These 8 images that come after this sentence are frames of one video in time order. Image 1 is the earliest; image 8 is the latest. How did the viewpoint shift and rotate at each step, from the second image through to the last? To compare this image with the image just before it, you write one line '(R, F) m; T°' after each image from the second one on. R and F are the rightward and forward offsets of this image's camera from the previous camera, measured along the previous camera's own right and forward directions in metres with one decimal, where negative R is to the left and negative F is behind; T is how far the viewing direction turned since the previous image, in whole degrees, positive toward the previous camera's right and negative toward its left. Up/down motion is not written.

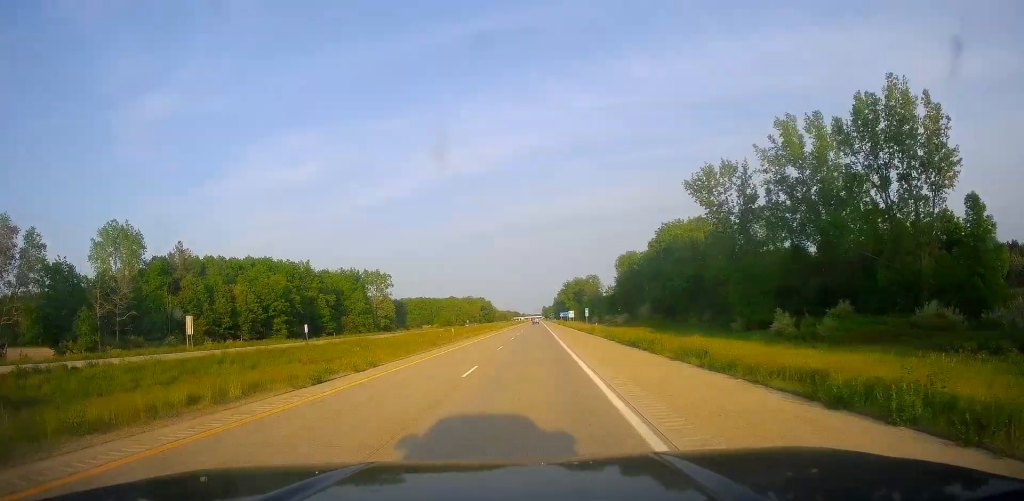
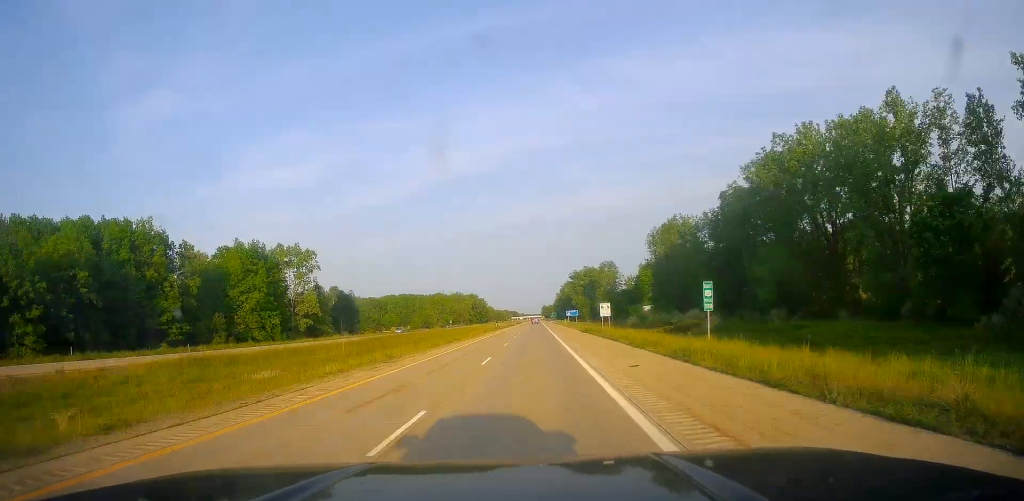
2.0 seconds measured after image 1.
(+0.6, +70.8) m; 0°
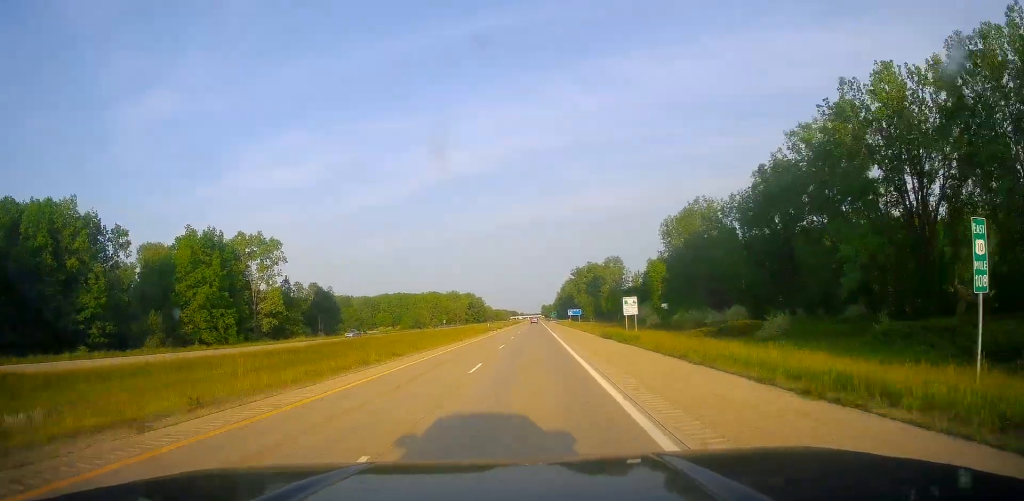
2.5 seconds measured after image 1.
(0.0, +19.2) m; 0°
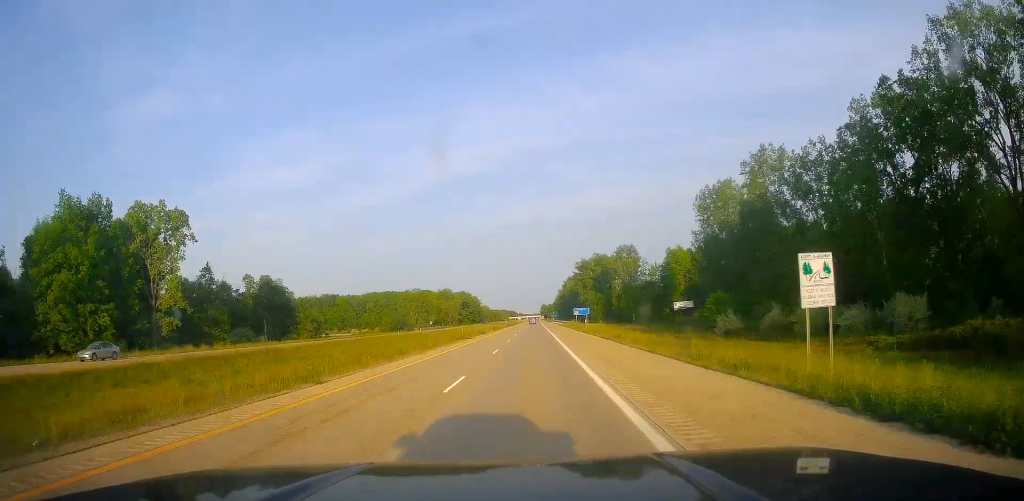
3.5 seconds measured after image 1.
(-0.3, +34.9) m; 0°
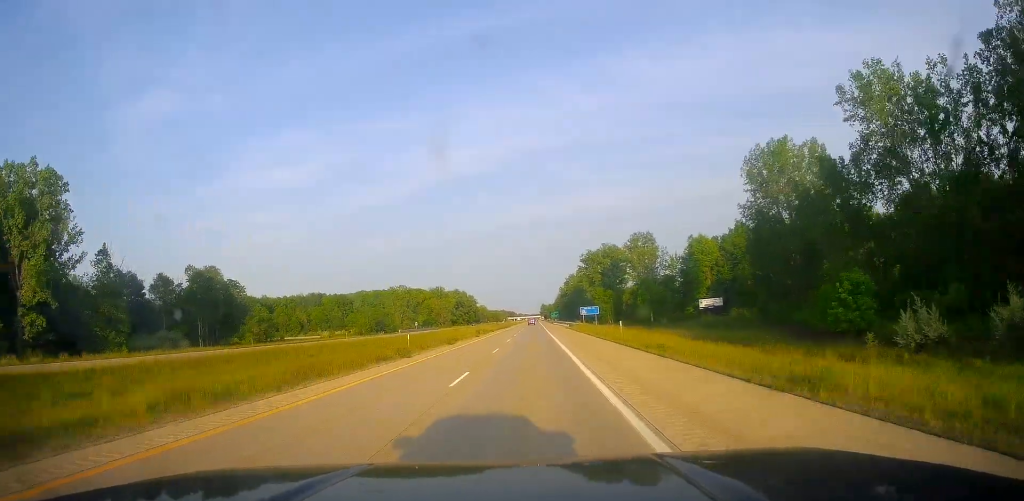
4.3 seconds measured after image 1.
(0.0, +28.9) m; +1°
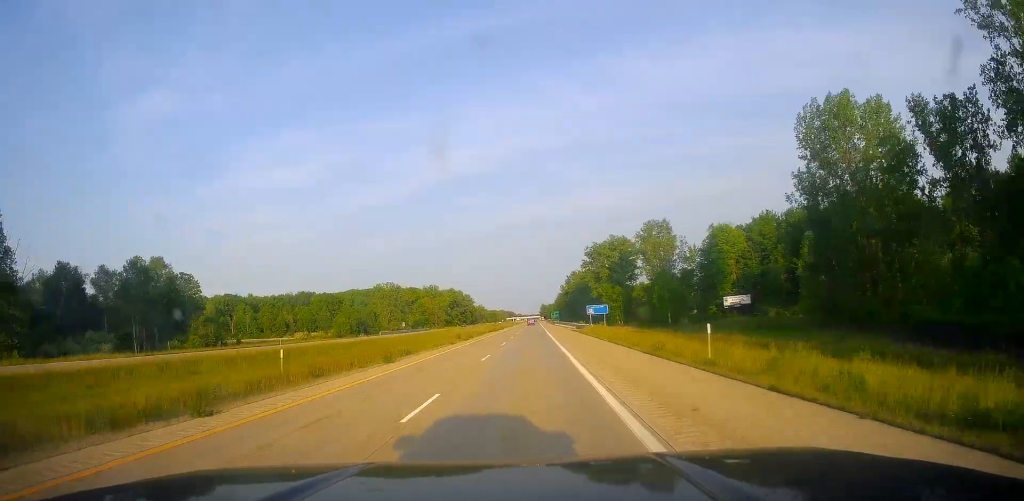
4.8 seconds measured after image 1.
(+0.2, +20.4) m; 0°
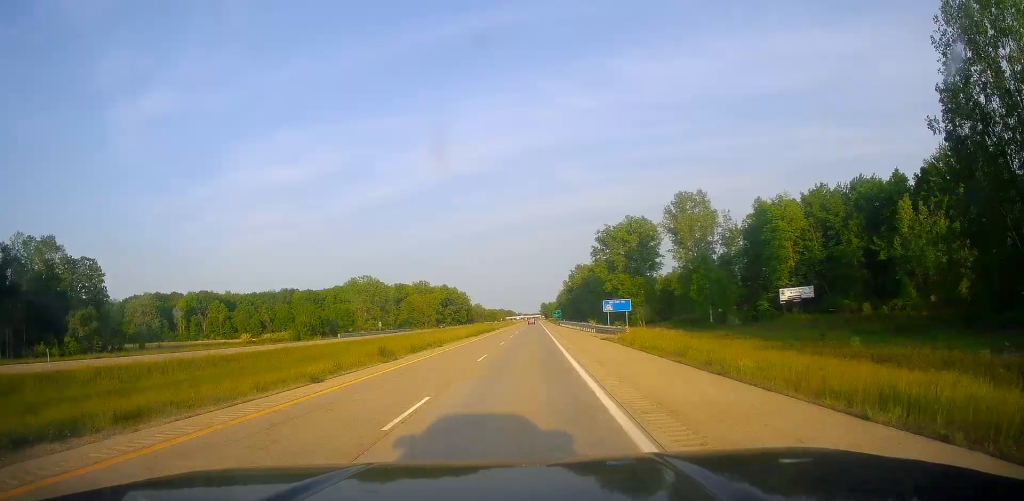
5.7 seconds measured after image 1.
(+0.3, +31.2) m; 0°
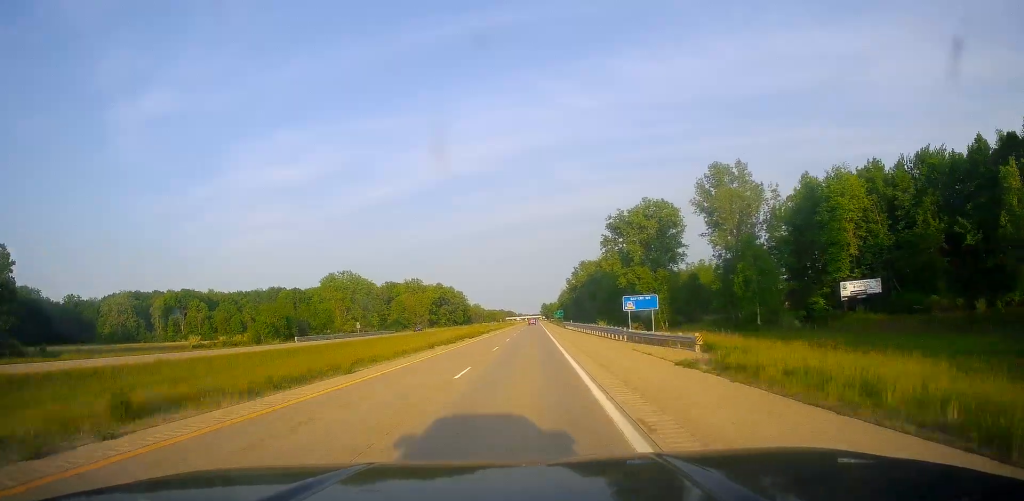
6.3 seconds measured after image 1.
(-0.1, +21.5) m; -1°
